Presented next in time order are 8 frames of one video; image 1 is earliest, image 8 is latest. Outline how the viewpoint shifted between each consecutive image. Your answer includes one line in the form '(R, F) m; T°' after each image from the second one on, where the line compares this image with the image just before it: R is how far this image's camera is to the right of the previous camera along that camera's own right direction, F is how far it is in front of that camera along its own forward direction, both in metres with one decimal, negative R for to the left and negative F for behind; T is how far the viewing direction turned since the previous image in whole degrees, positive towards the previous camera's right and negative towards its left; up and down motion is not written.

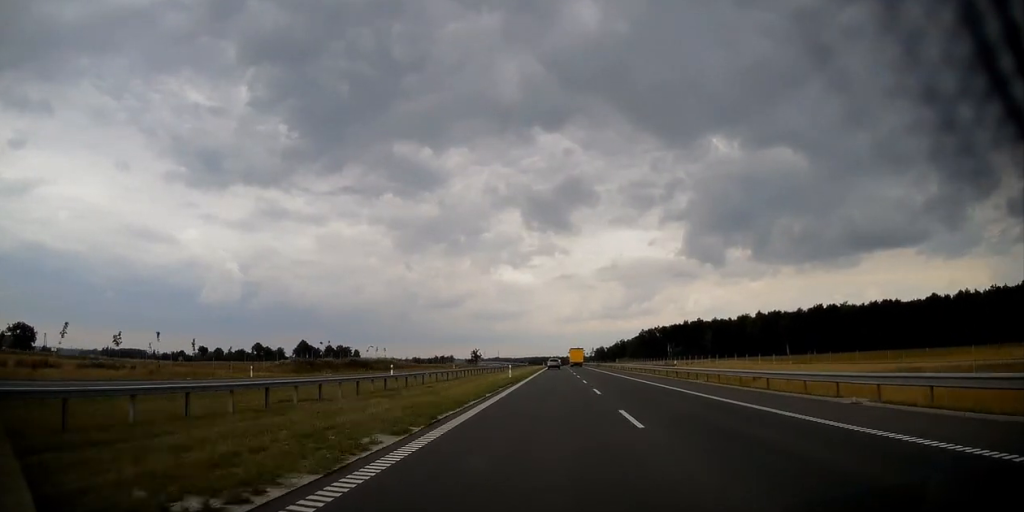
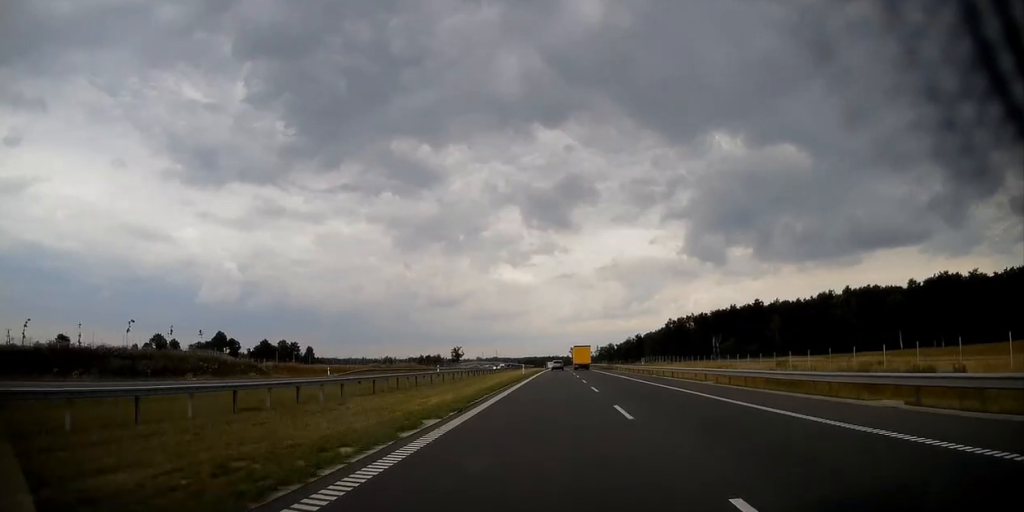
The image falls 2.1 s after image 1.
(-0.2, +82.5) m; 0°
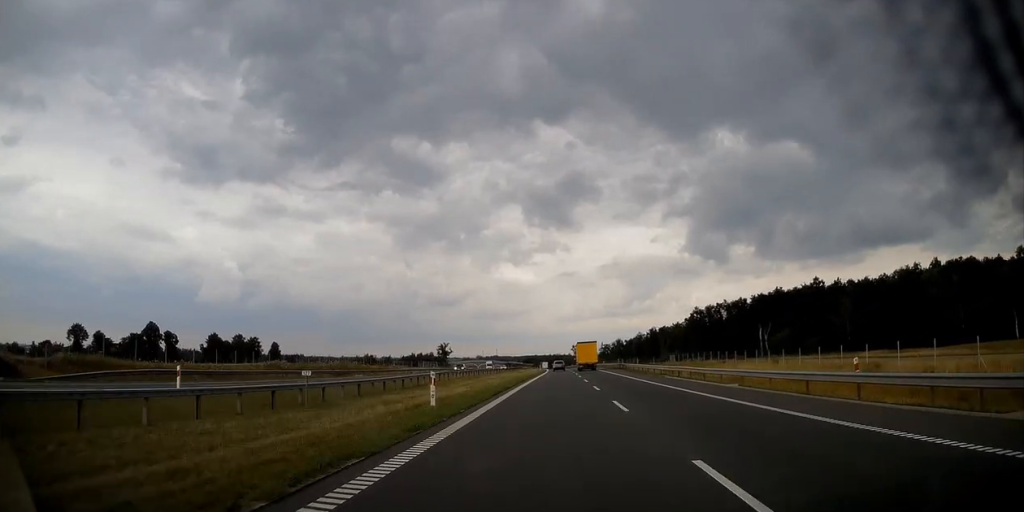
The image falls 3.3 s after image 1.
(+0.1, +45.9) m; 0°
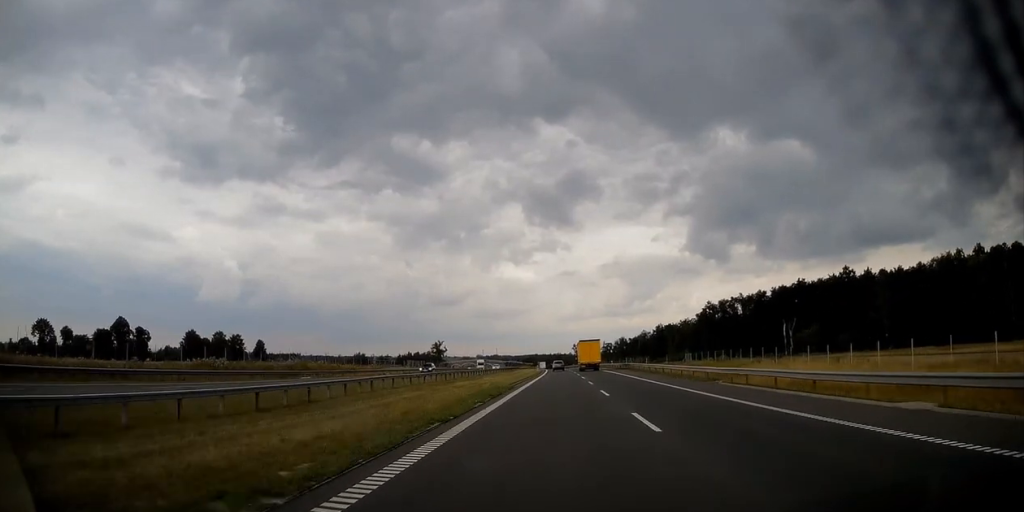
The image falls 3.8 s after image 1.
(0.0, +16.5) m; 0°
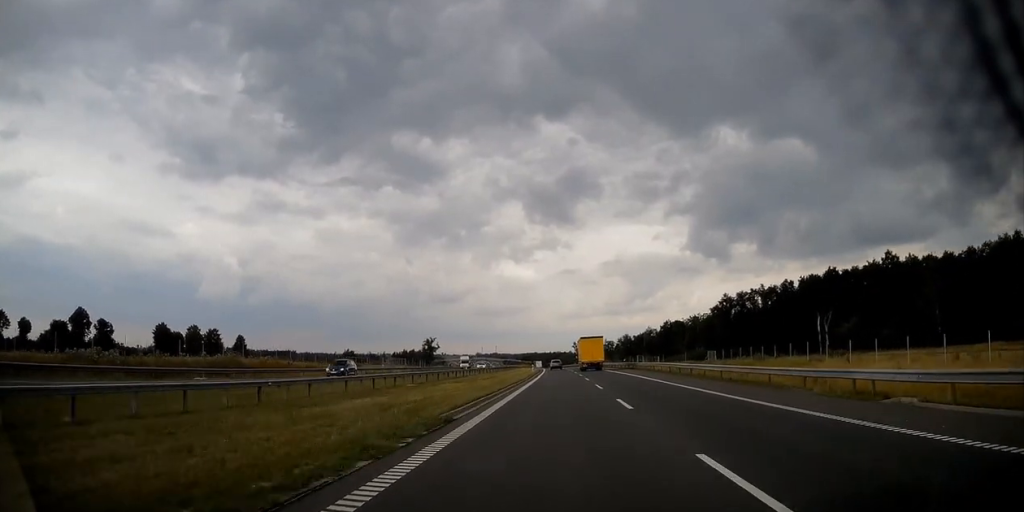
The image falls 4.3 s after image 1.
(0.0, +19.0) m; 0°
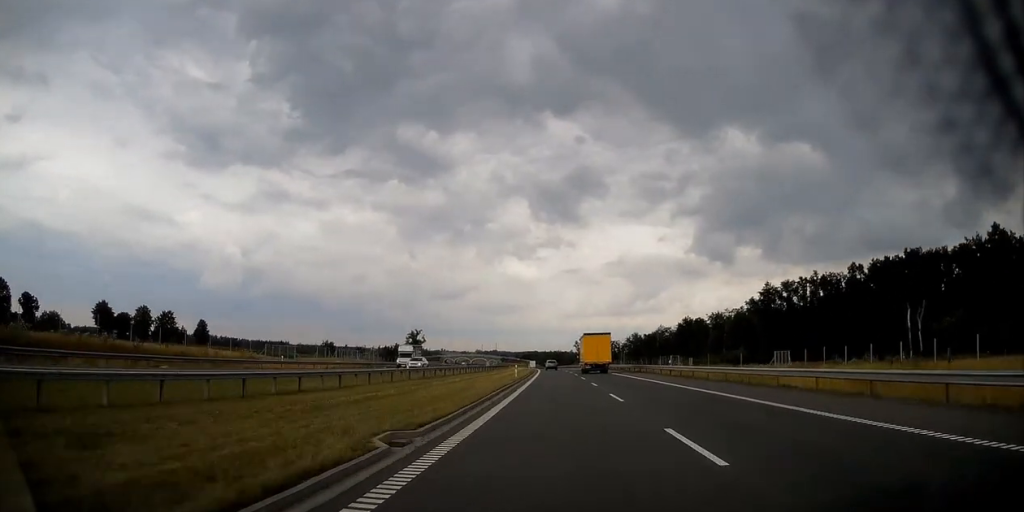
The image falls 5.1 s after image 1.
(-0.1, +31.6) m; 0°
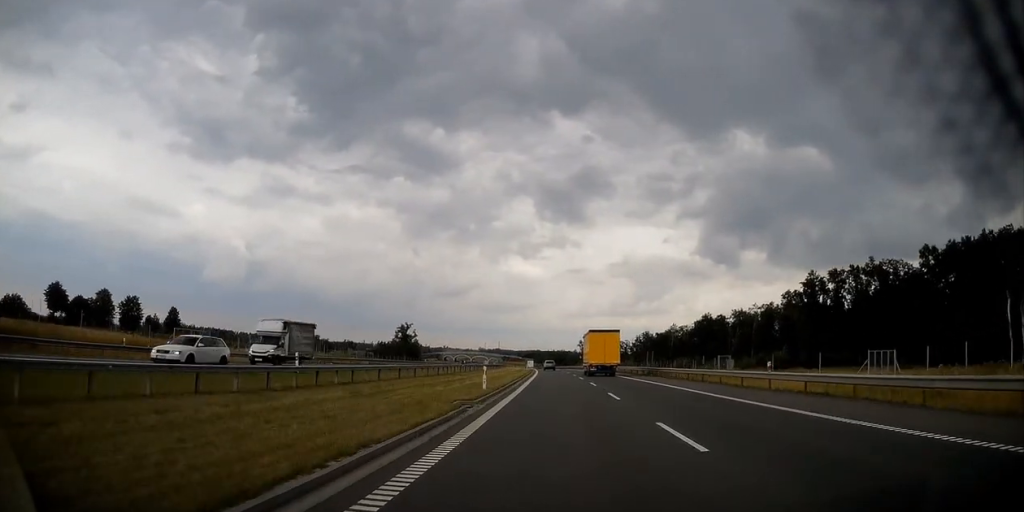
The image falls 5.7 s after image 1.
(-0.1, +22.7) m; 0°
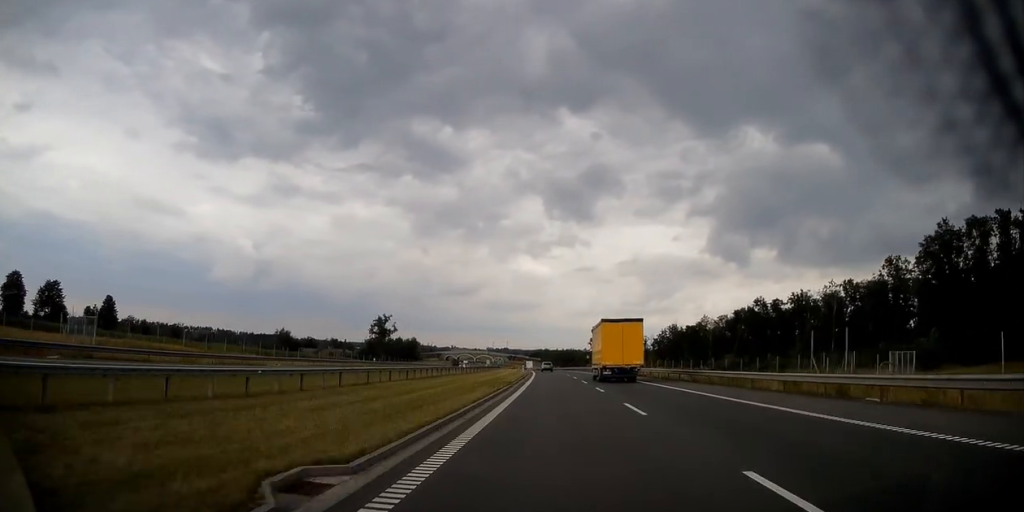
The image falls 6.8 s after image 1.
(-0.1, +41.7) m; -1°
